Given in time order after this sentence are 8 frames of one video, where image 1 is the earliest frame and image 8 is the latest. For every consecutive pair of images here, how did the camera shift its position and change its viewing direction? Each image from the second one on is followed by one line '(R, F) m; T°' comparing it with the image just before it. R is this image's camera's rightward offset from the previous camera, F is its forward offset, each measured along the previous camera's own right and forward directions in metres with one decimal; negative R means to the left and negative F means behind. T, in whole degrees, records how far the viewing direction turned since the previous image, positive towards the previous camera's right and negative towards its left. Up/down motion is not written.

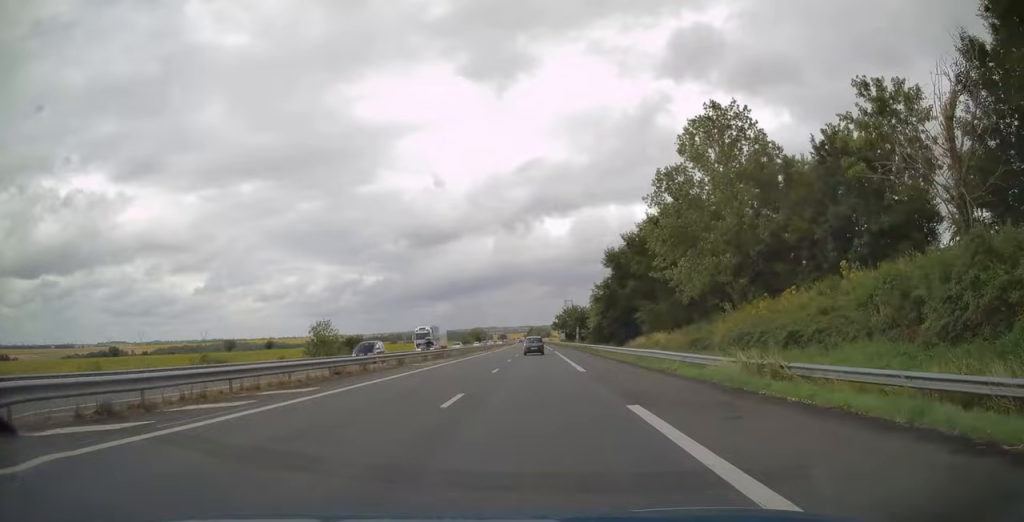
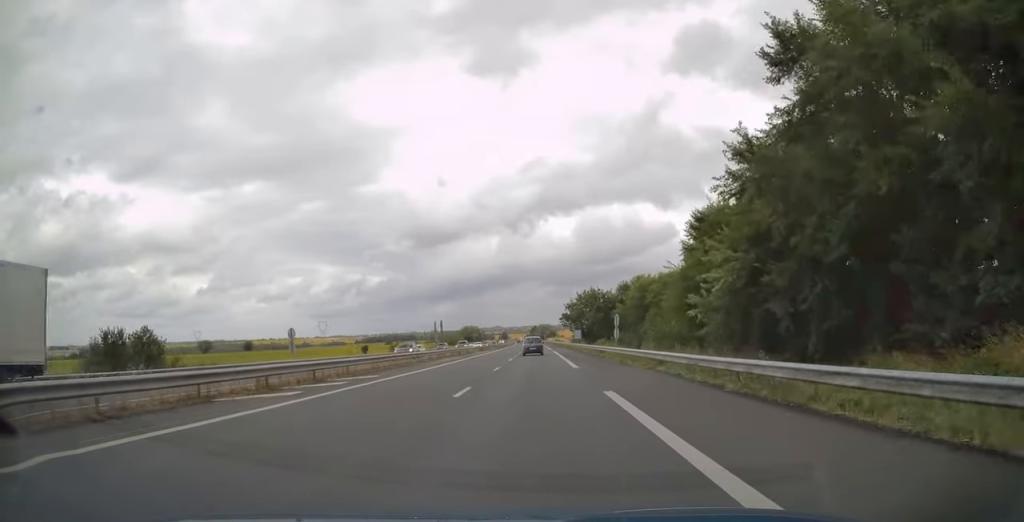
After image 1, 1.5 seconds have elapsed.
(+0.2, +49.9) m; 0°
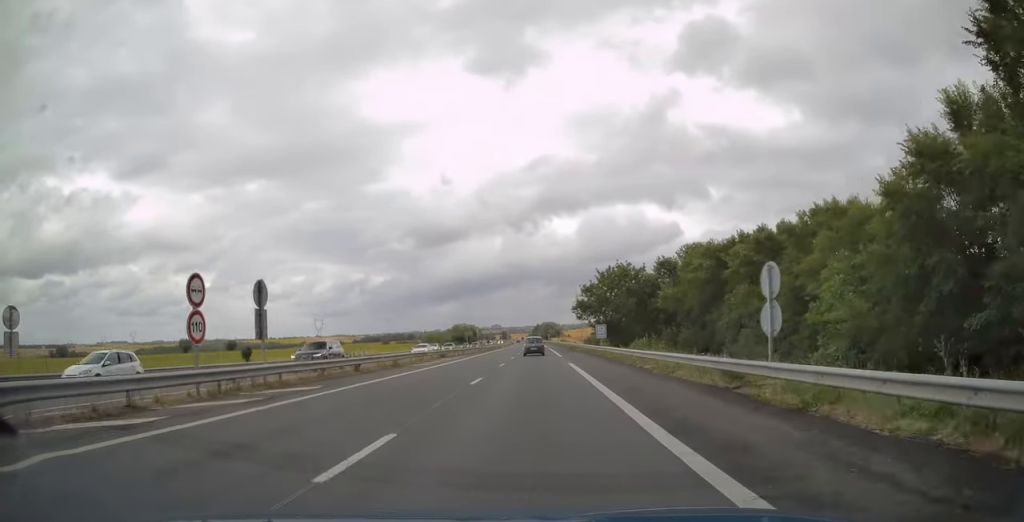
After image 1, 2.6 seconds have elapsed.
(-0.4, +35.4) m; -1°
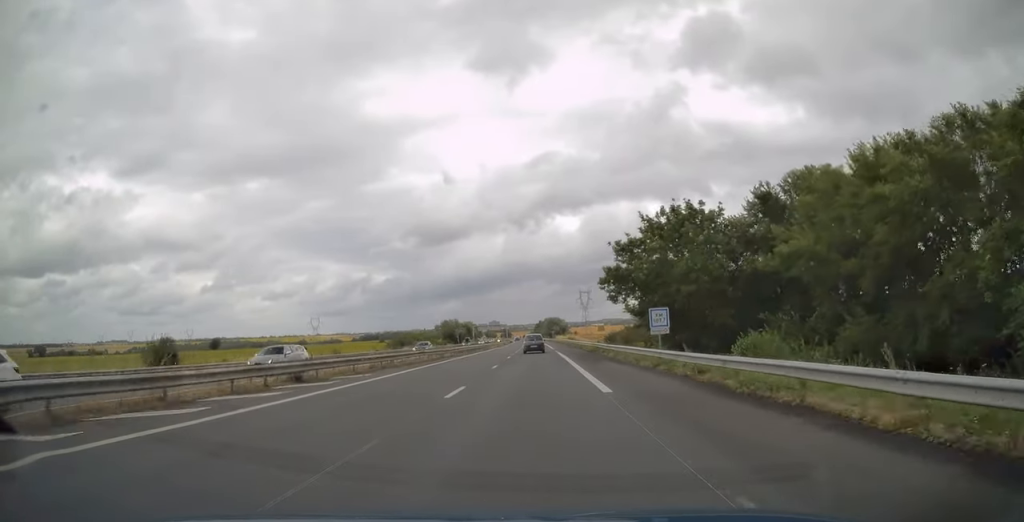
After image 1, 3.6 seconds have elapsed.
(0.0, +31.0) m; 0°
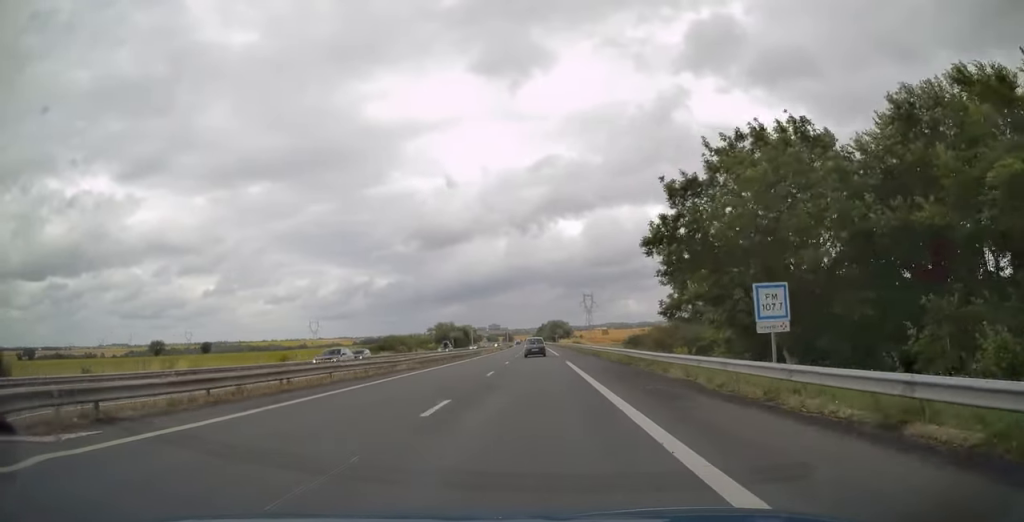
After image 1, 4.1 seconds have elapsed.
(0.0, +16.3) m; 0°
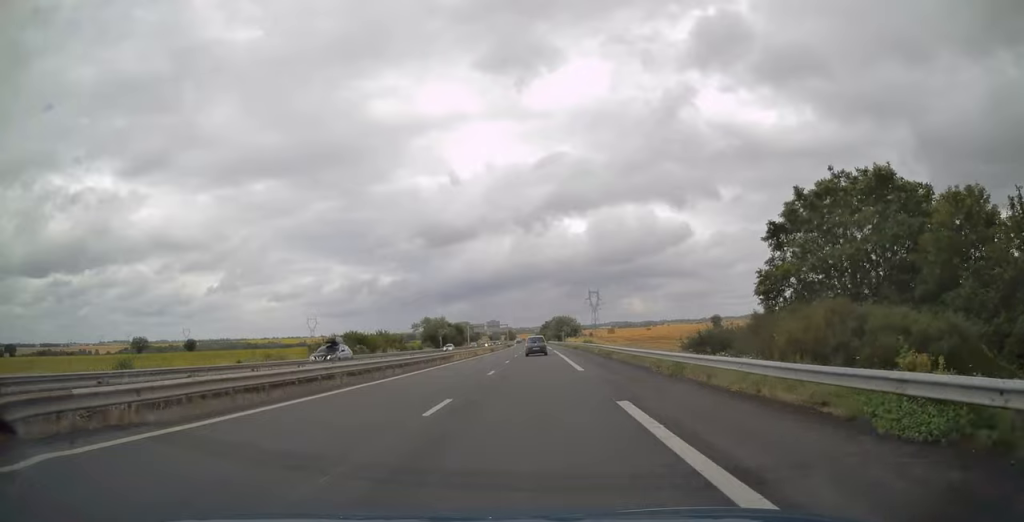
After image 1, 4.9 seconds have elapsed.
(0.0, +26.1) m; 0°
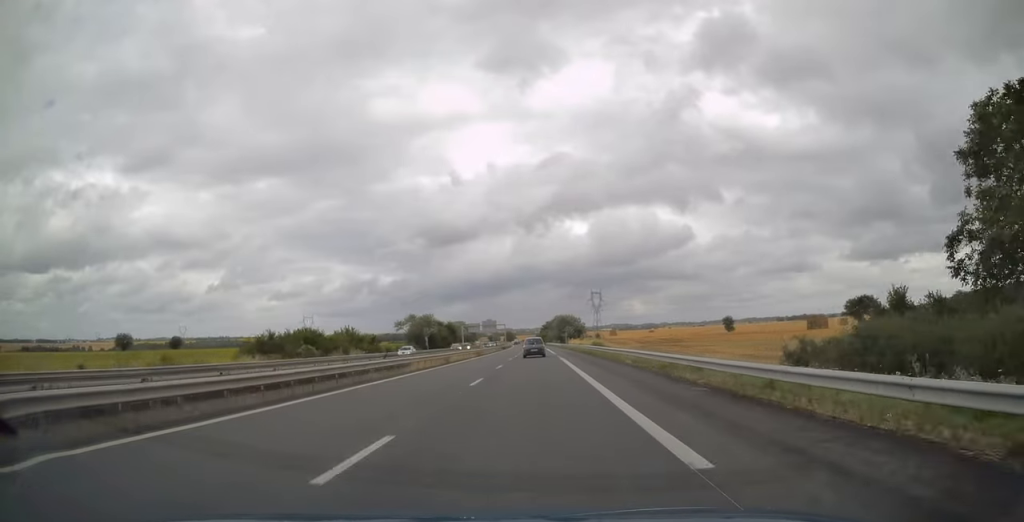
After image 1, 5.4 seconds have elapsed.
(0.0, +18.5) m; 0°
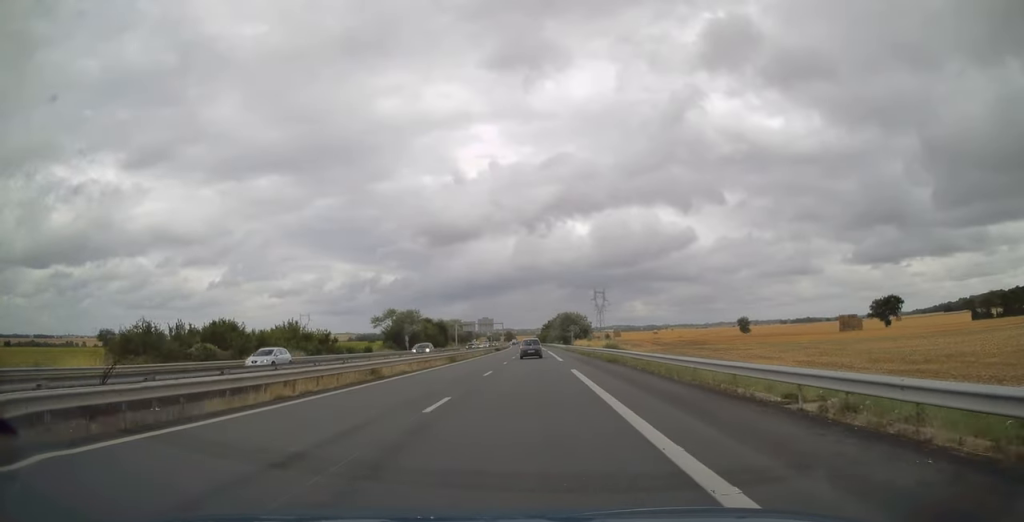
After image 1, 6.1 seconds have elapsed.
(-0.3, +20.1) m; 0°
